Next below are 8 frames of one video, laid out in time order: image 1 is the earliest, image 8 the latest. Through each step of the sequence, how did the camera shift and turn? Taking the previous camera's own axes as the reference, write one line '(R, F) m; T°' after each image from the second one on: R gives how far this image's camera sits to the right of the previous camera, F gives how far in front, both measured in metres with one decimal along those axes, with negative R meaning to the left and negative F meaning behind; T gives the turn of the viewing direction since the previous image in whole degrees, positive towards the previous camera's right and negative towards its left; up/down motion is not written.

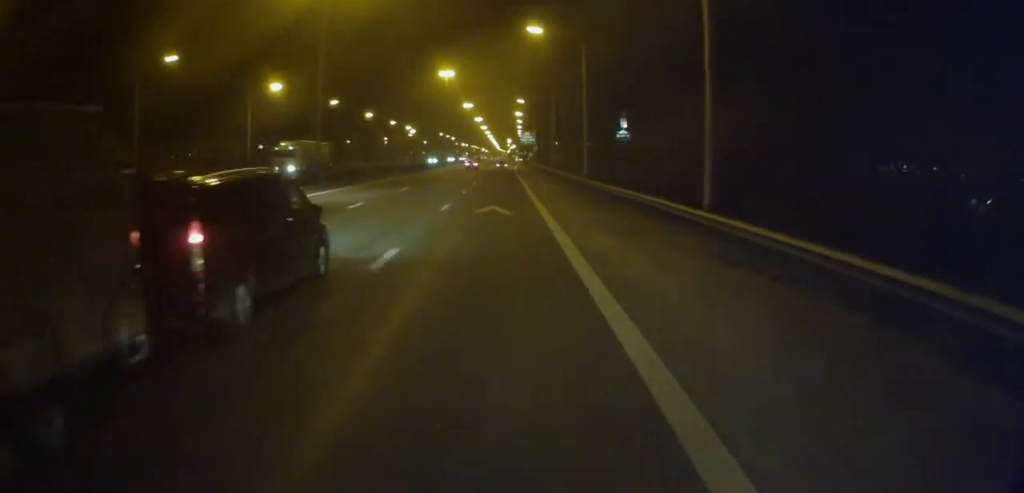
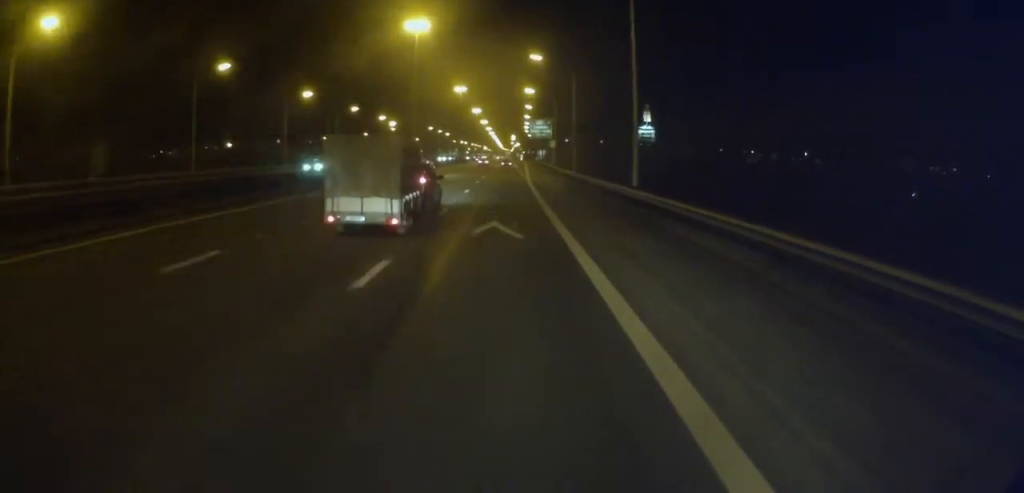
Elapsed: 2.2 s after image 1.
(-0.2, +51.8) m; -1°
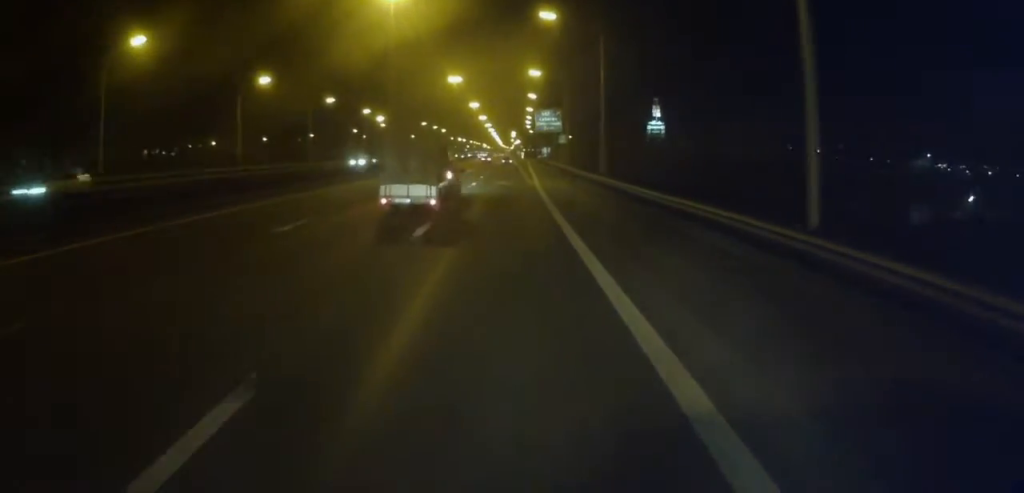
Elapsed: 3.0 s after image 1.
(-0.3, +19.7) m; 0°
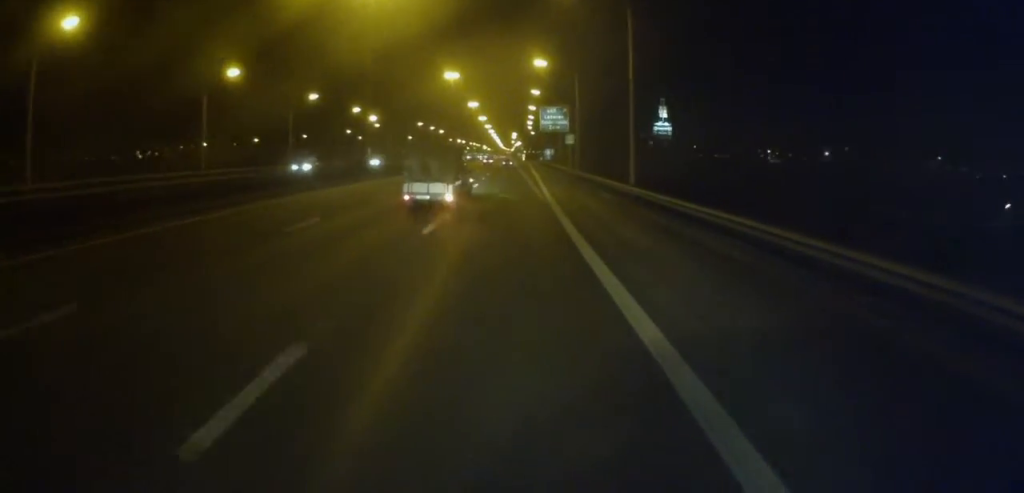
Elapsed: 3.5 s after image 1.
(+0.1, +11.1) m; 0°
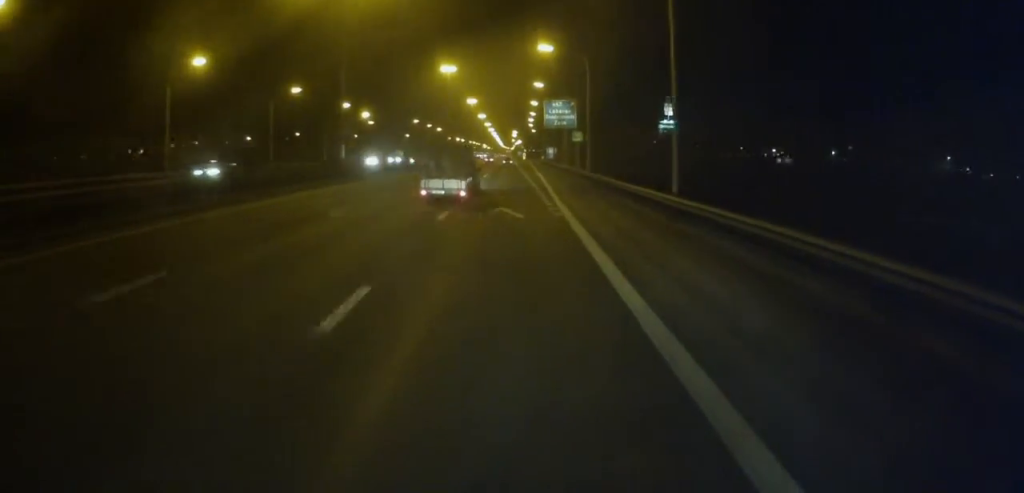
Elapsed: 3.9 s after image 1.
(0.0, +9.5) m; 0°
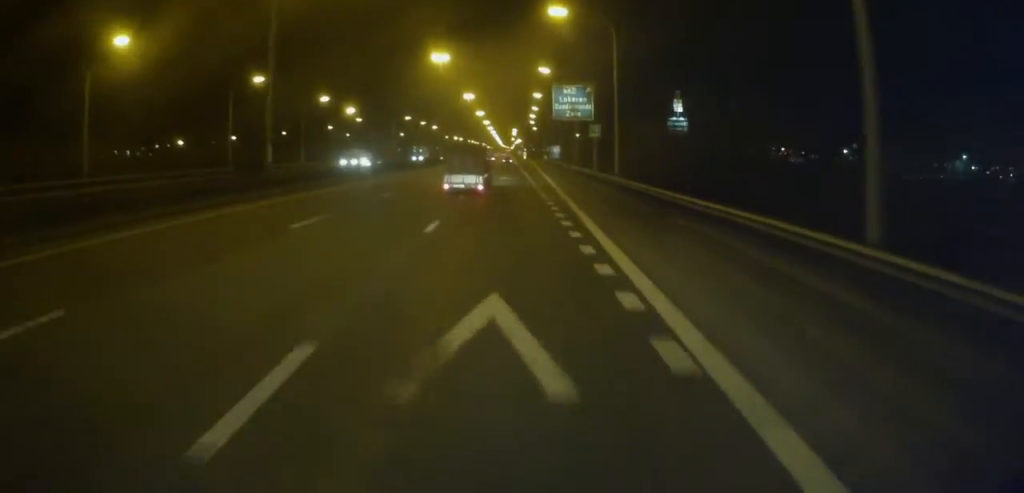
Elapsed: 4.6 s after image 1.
(+0.1, +15.8) m; 0°
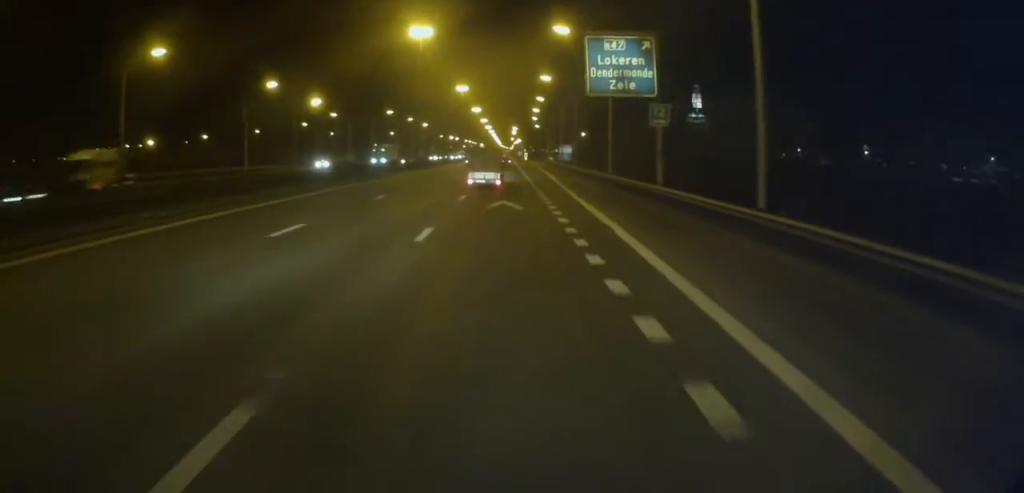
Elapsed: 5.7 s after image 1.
(0.0, +26.9) m; 0°
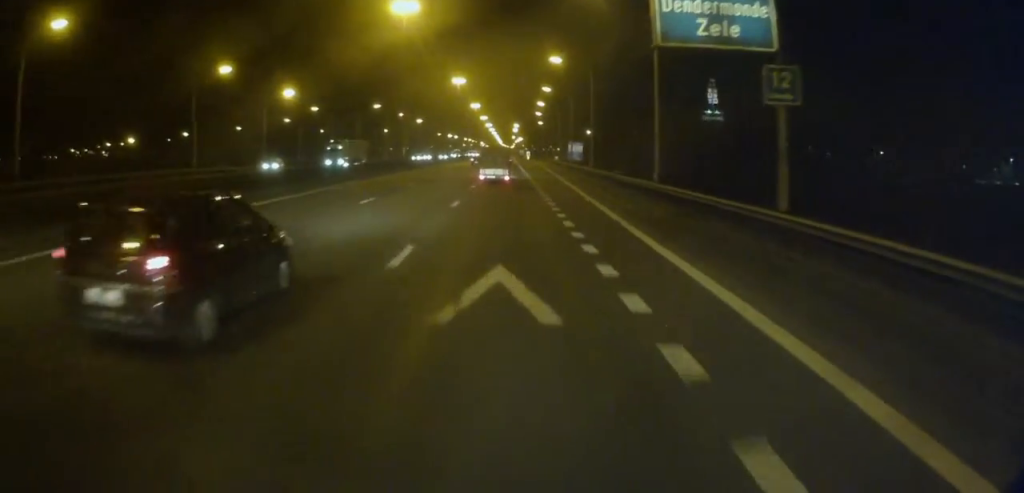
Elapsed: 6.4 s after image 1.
(0.0, +16.7) m; 0°
